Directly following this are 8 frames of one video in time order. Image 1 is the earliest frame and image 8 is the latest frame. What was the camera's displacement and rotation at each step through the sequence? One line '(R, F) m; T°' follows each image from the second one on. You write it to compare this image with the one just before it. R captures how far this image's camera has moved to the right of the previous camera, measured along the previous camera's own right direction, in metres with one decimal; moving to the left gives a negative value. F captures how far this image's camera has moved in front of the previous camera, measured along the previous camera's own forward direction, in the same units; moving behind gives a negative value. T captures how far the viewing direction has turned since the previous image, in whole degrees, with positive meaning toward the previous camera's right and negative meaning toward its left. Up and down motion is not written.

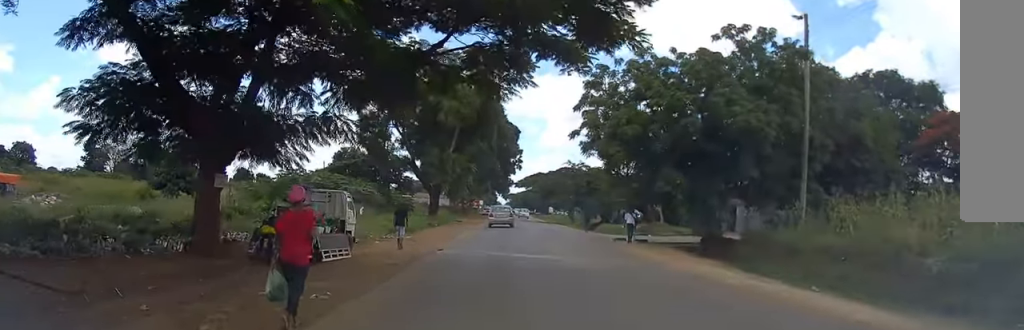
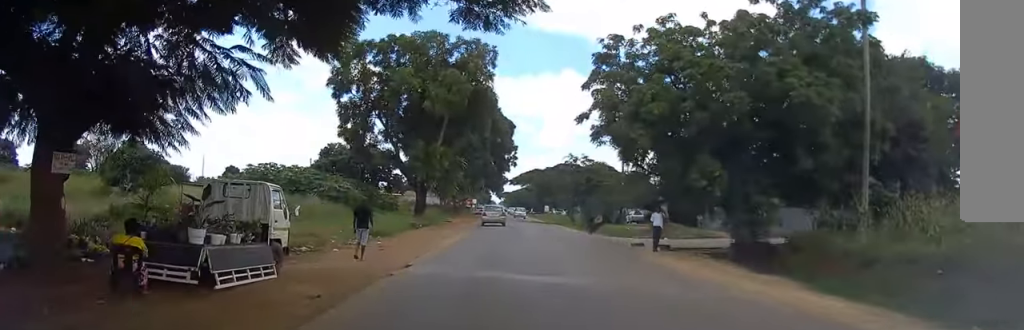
(-0.2, +6.2) m; 0°
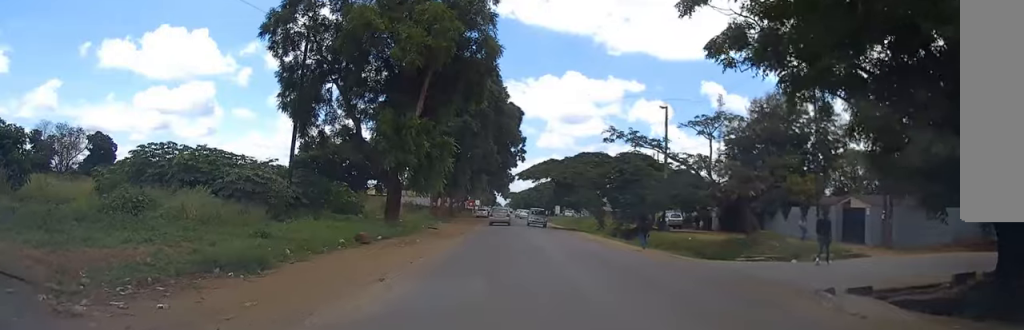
(+0.5, +17.6) m; +1°
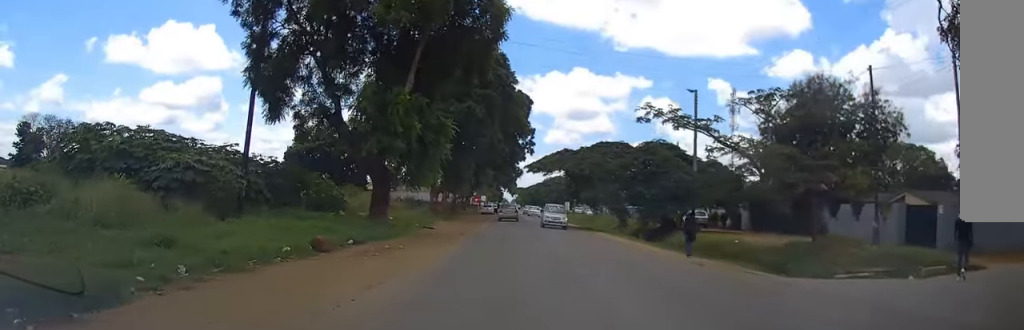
(-0.1, +6.9) m; -1°
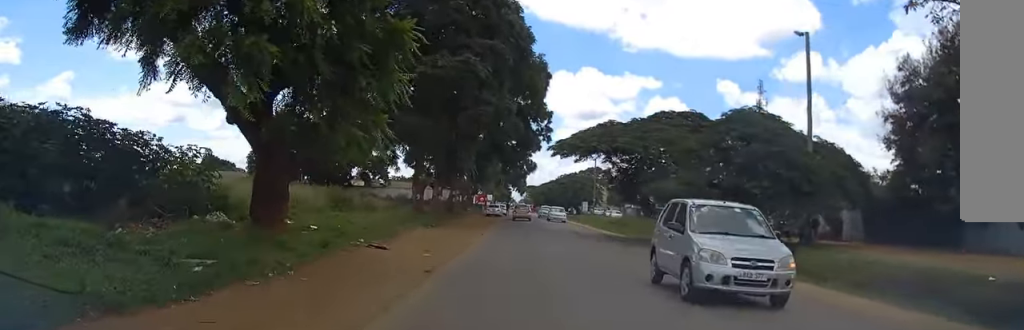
(0.0, +18.1) m; +1°
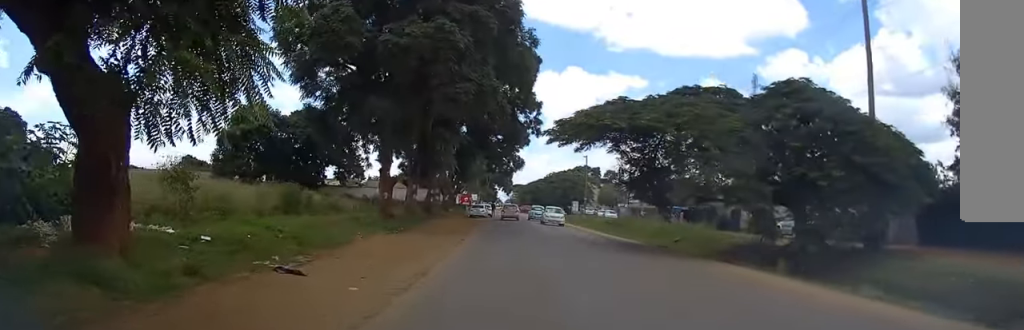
(+0.1, +7.3) m; +1°
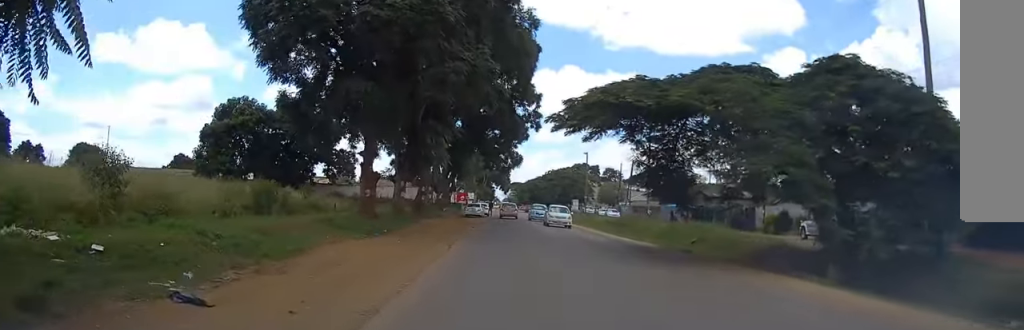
(0.0, +4.3) m; +1°
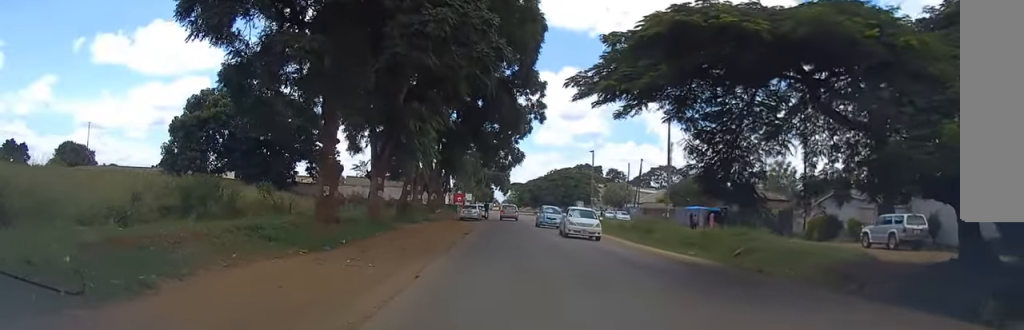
(+0.1, +7.8) m; +1°
